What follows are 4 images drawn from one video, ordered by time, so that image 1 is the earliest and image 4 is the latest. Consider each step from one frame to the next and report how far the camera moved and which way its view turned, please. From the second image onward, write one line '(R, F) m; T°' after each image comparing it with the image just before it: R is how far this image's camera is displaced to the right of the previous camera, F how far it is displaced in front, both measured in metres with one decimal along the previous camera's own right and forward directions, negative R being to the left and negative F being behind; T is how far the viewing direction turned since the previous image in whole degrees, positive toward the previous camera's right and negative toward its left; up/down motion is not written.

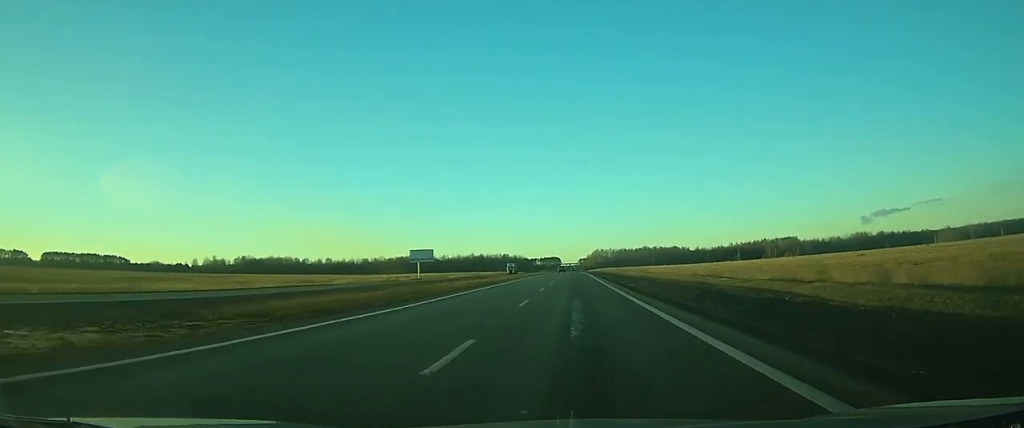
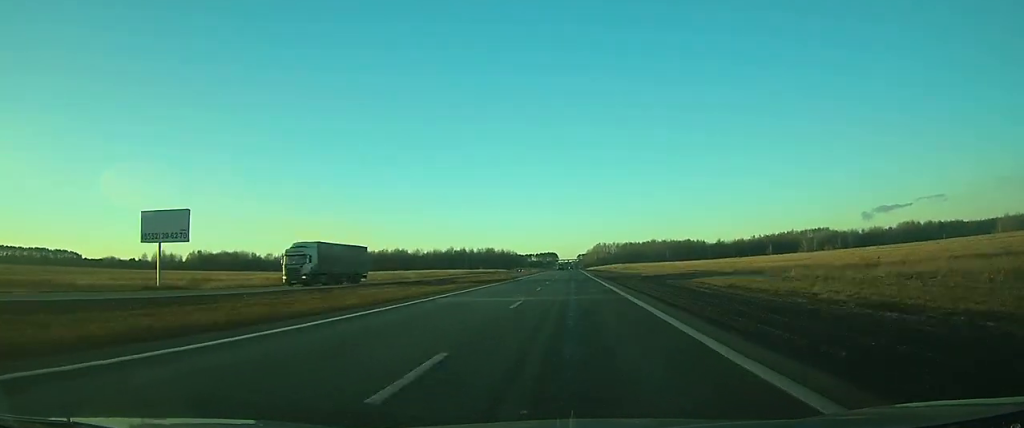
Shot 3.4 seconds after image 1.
(0.0, +93.8) m; 0°
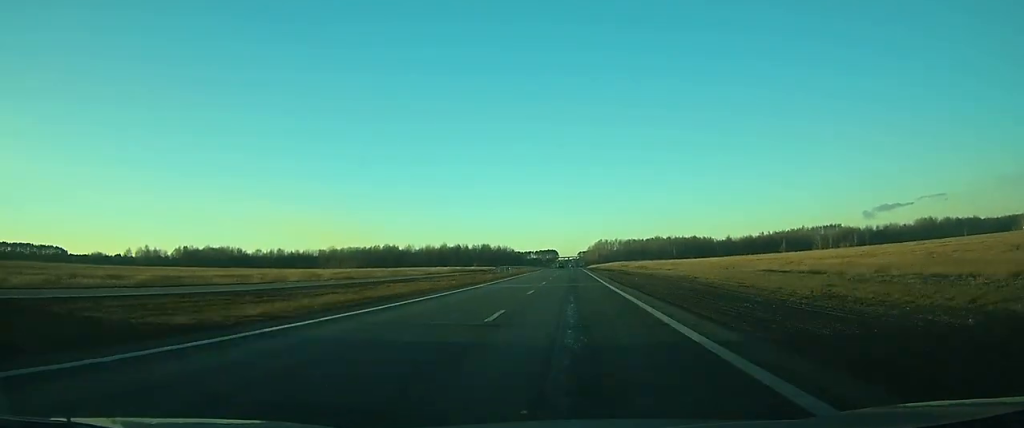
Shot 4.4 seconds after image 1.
(0.0, +27.0) m; 0°
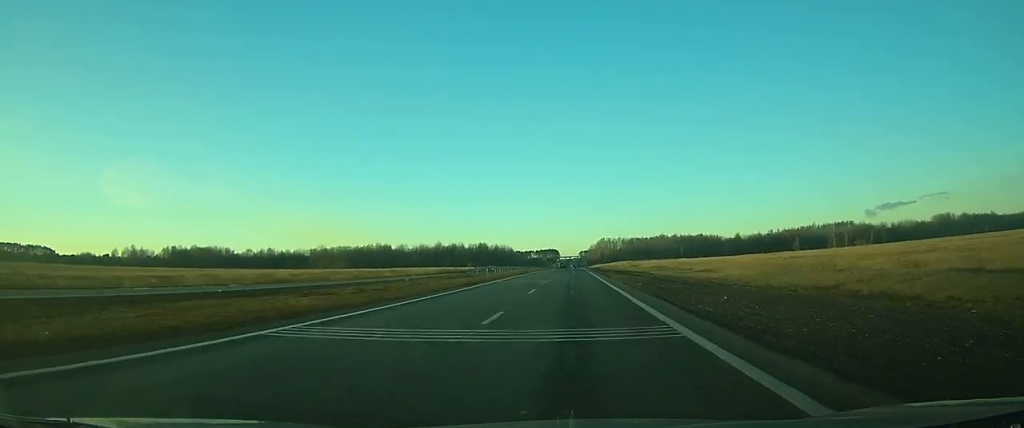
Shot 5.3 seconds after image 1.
(0.0, +24.8) m; 0°
